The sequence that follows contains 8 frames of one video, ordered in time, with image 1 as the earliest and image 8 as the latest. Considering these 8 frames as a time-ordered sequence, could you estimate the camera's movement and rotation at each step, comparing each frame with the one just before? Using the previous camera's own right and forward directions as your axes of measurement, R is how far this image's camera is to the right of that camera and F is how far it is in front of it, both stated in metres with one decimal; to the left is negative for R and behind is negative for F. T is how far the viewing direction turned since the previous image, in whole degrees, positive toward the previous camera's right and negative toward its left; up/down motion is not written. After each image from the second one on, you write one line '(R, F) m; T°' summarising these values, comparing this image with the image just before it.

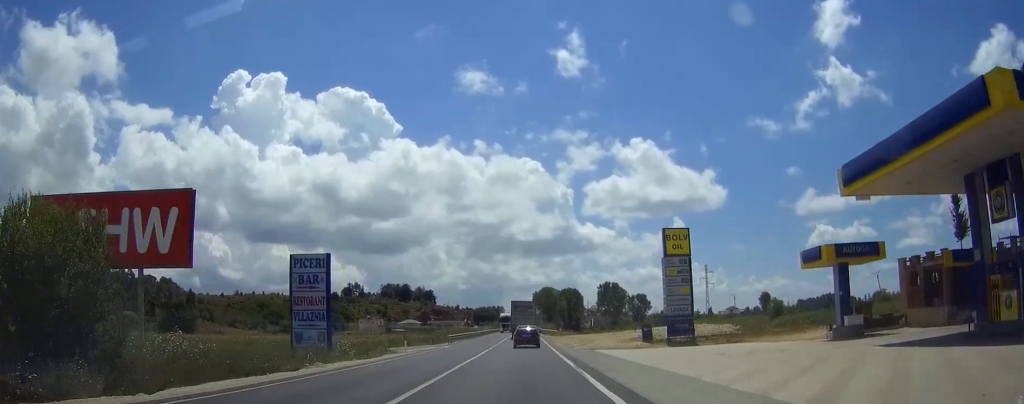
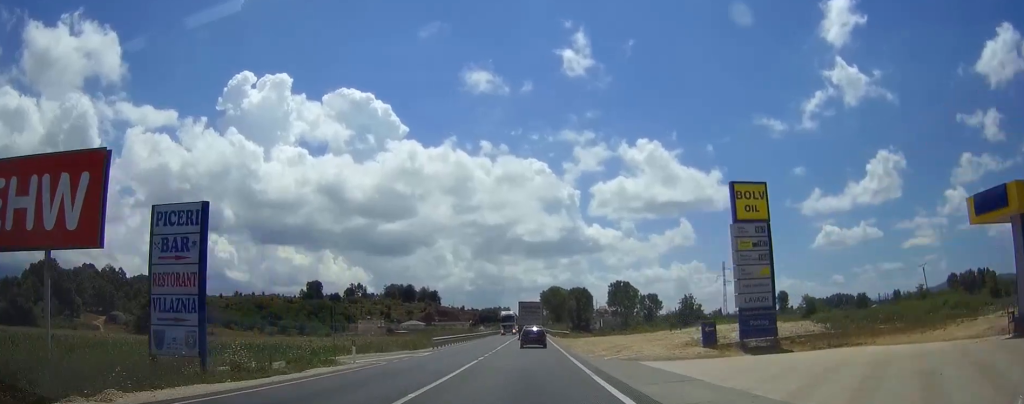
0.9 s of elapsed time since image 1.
(0.0, +14.2) m; 0°
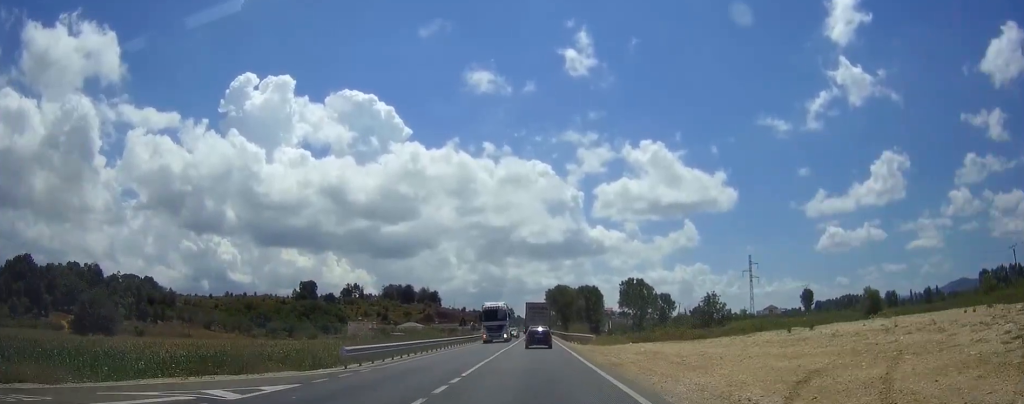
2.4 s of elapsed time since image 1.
(-0.2, +24.5) m; 0°
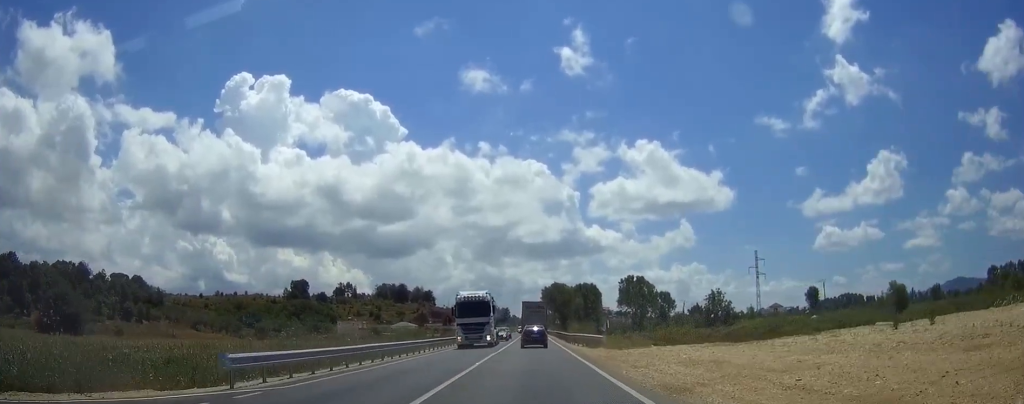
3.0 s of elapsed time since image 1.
(0.0, +9.8) m; 0°
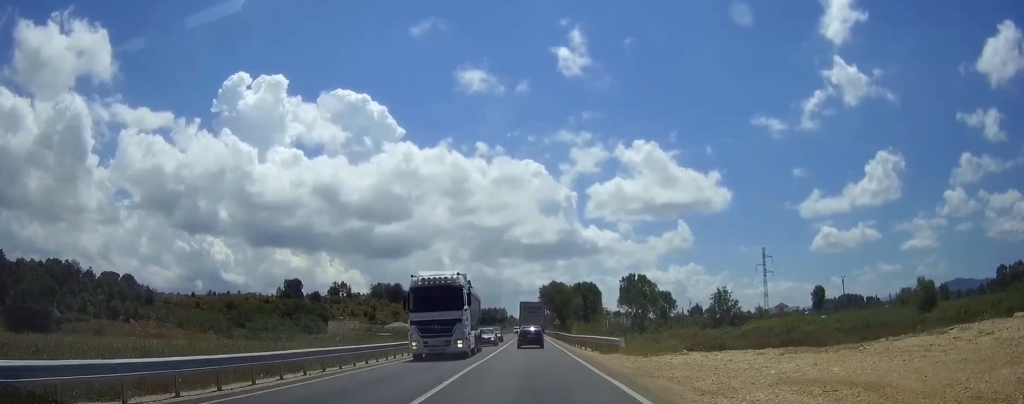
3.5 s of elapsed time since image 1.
(+0.1, +8.7) m; 0°
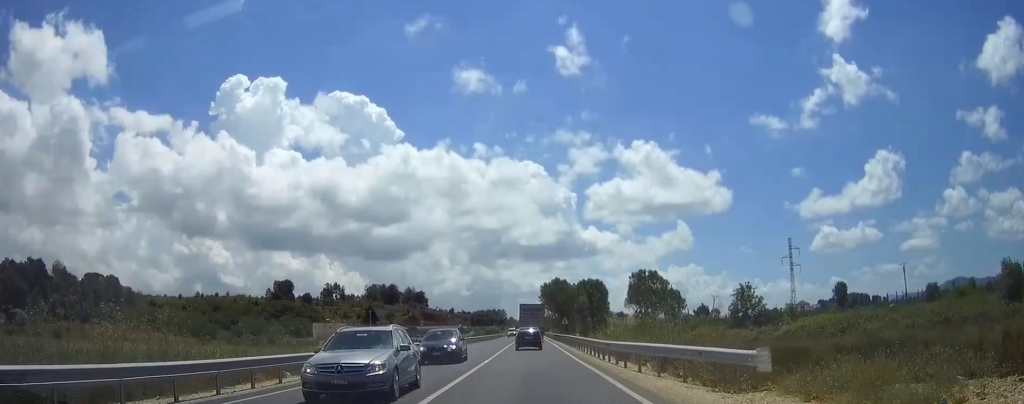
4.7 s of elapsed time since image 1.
(+0.1, +20.1) m; 0°
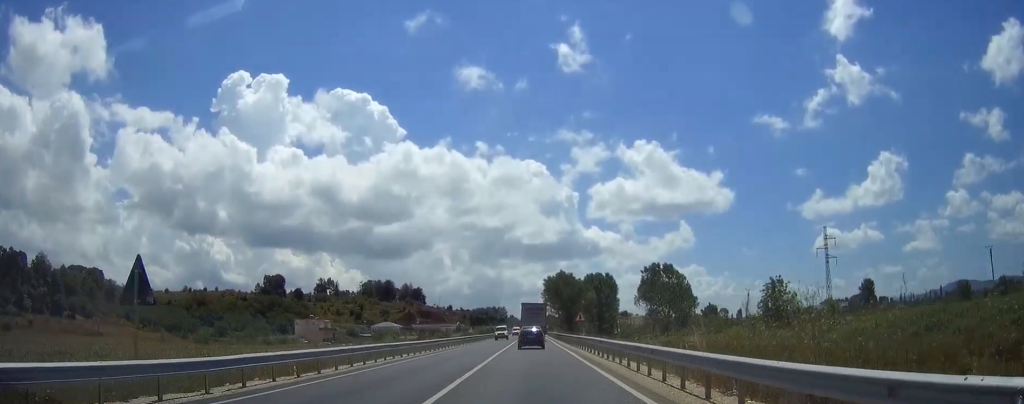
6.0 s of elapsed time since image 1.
(0.0, +20.7) m; 0°
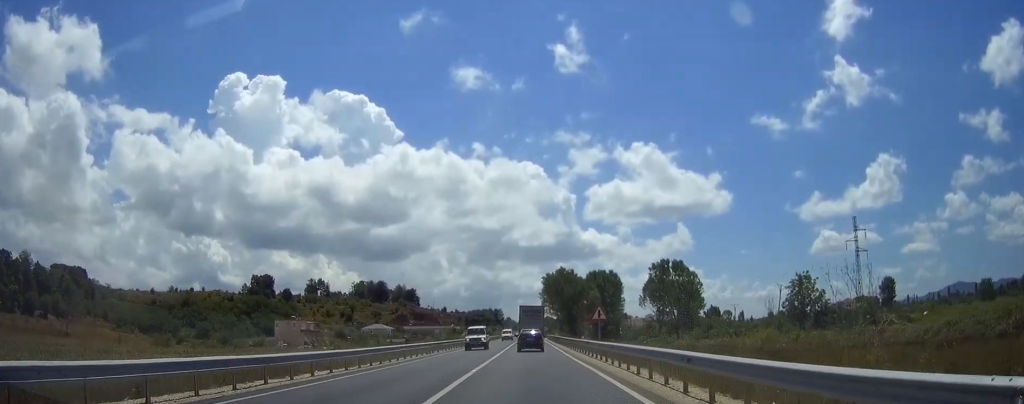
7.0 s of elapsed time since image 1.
(+0.1, +16.3) m; 0°
